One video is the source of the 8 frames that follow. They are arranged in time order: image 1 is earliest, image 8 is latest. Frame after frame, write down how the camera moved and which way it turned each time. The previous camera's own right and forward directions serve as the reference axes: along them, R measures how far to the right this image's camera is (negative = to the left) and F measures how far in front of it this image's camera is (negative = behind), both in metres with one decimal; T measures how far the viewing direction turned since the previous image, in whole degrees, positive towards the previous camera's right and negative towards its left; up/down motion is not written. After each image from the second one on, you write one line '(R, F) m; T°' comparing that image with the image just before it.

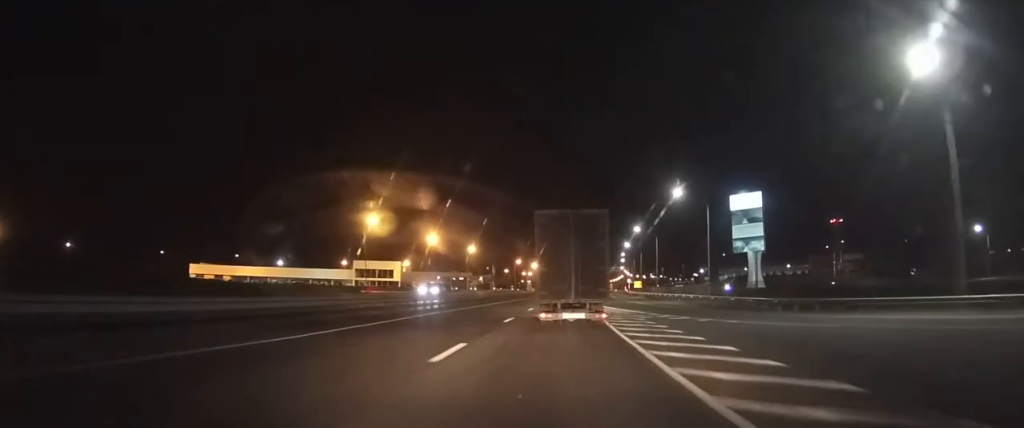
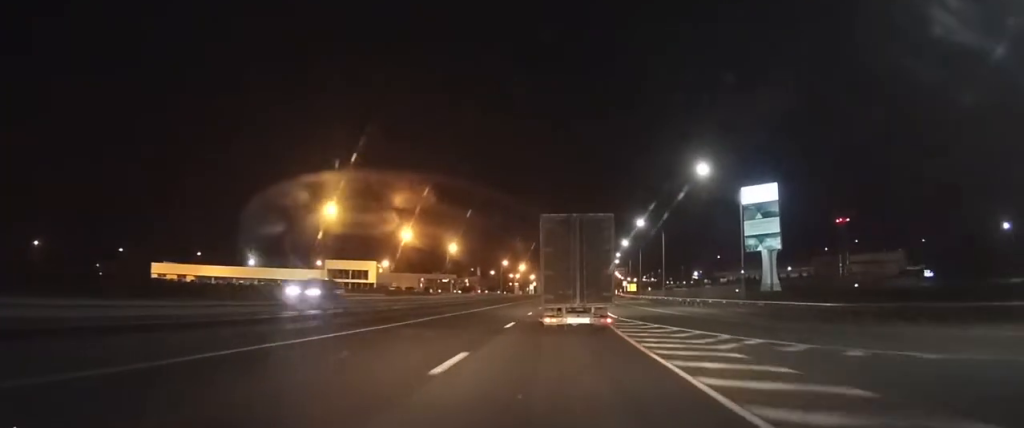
(0.0, +13.3) m; 0°
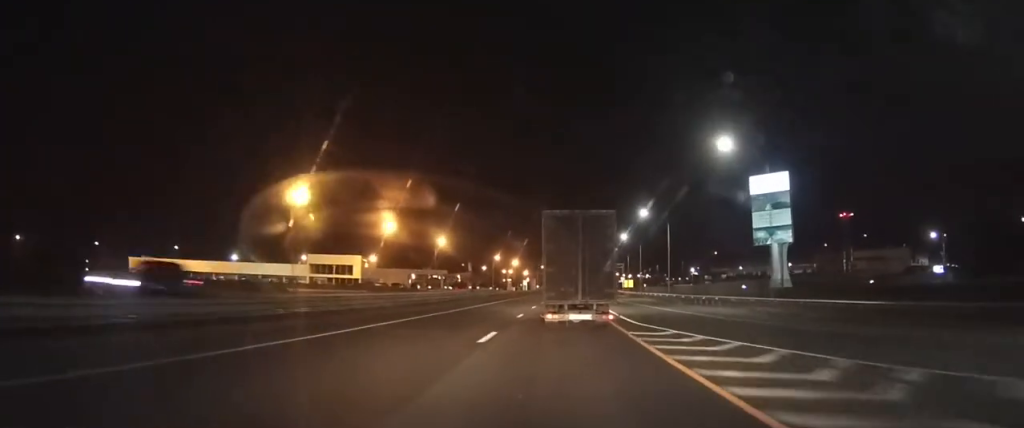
(+0.1, +7.2) m; +1°
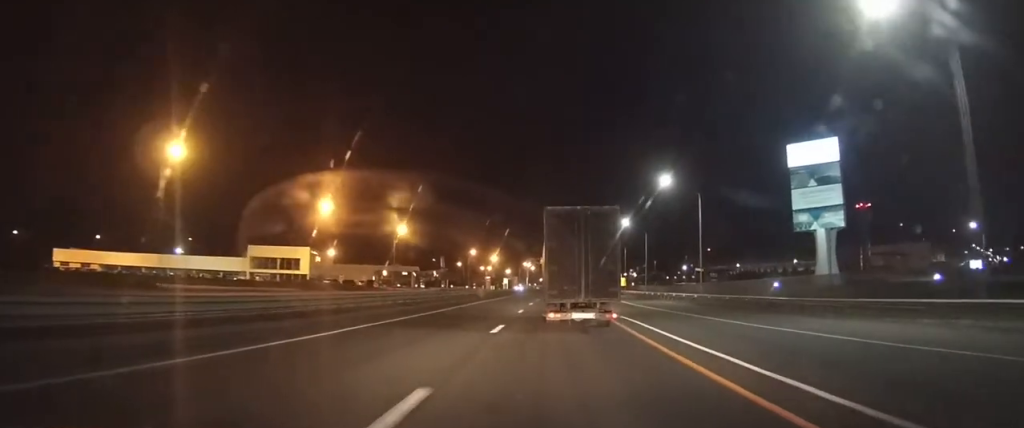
(+0.3, +21.8) m; +2°
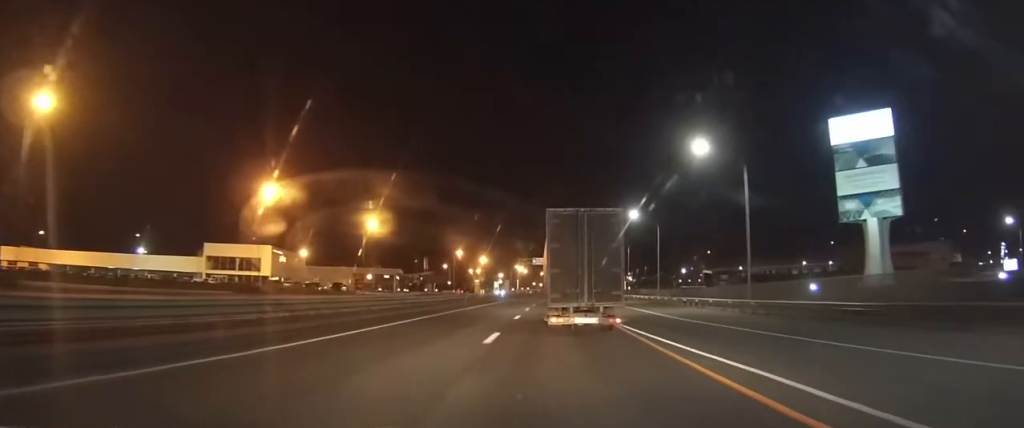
(+0.2, +14.1) m; +1°
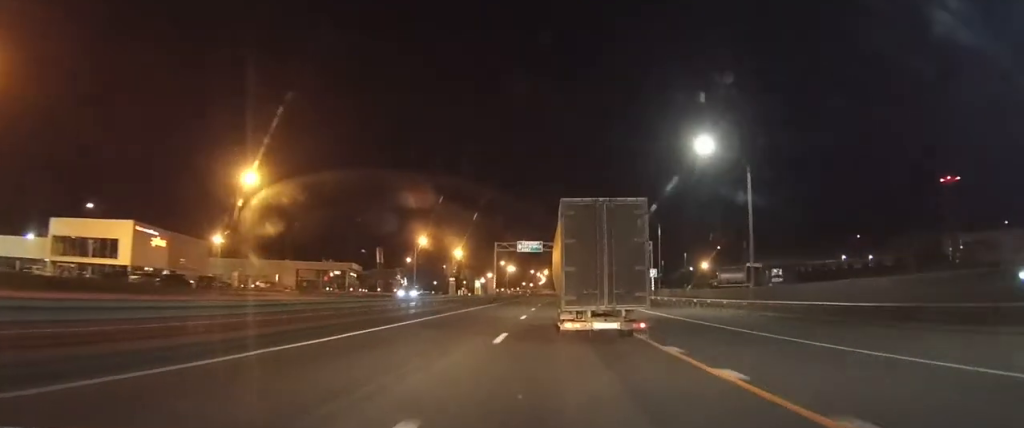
(+0.4, +35.5) m; +1°
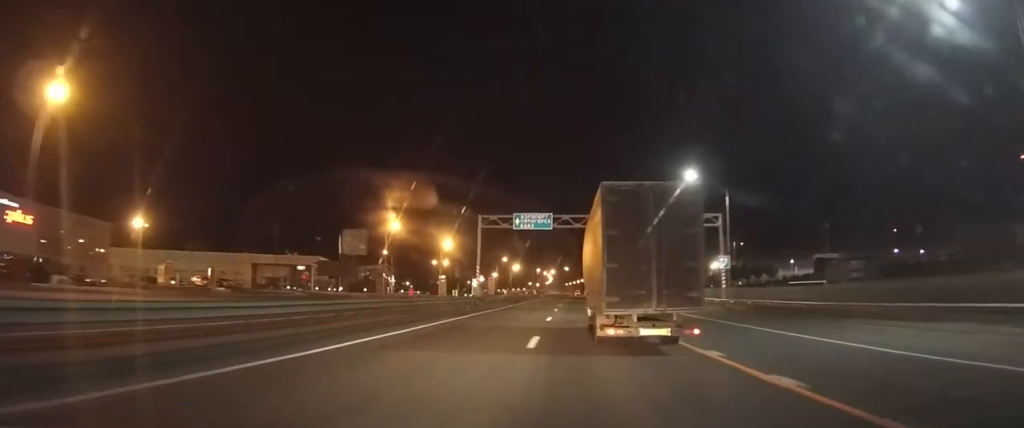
(+0.1, +24.9) m; 0°
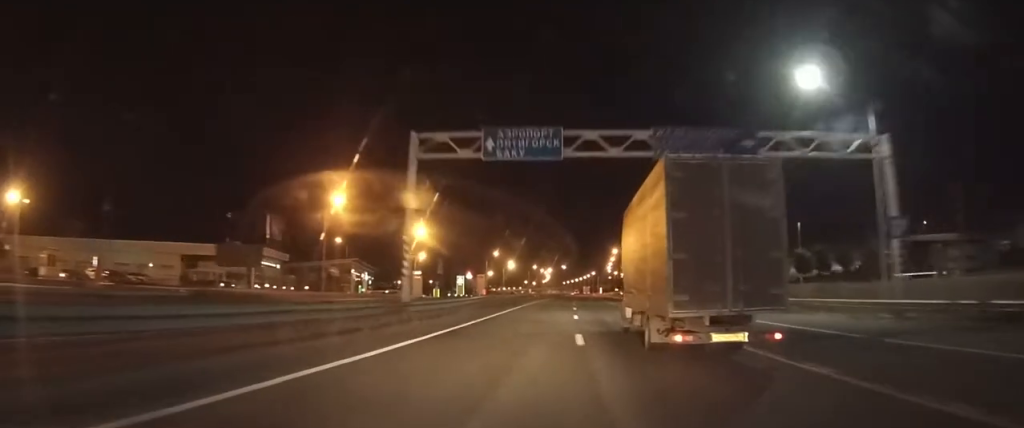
(0.0, +23.4) m; 0°
